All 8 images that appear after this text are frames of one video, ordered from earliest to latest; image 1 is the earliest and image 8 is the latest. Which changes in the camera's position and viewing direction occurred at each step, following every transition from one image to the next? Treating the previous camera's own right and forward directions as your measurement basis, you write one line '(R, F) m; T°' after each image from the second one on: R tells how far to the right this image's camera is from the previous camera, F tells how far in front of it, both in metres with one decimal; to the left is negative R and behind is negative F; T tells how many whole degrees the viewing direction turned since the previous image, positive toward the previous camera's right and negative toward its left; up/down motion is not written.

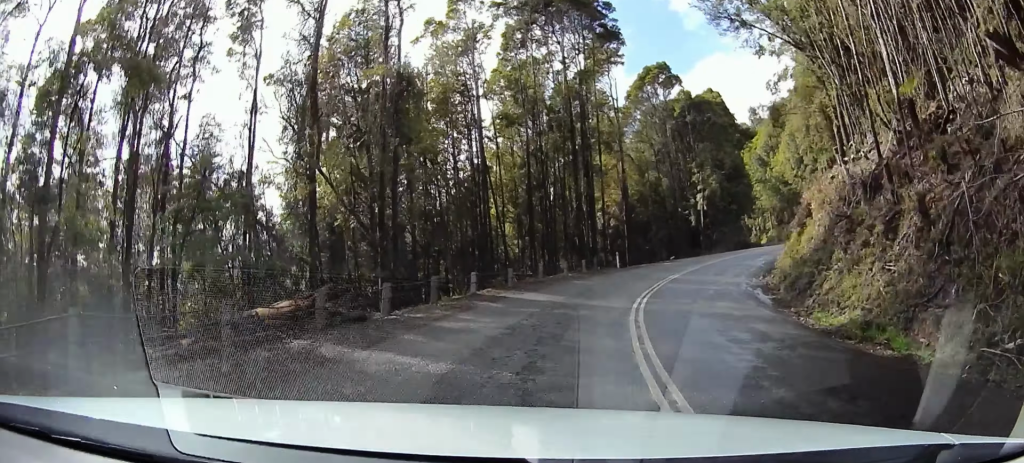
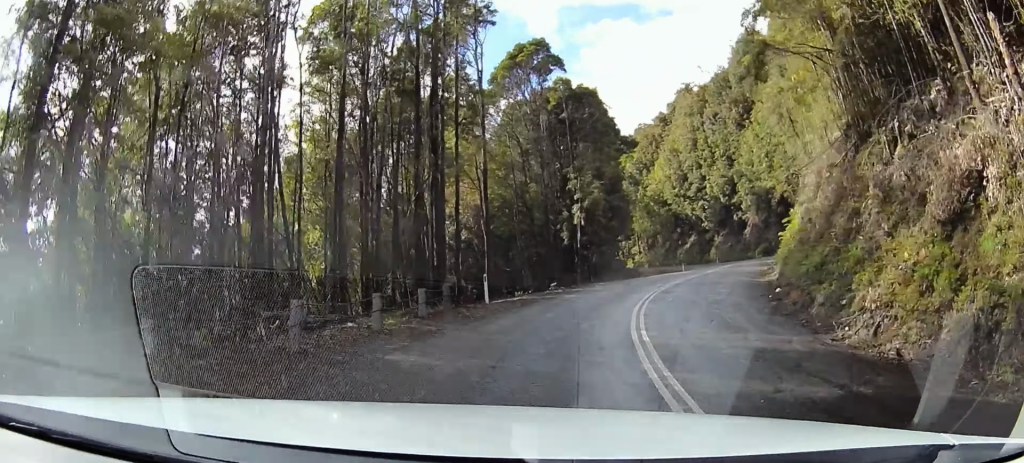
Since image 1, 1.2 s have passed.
(+2.4, +15.1) m; +15°
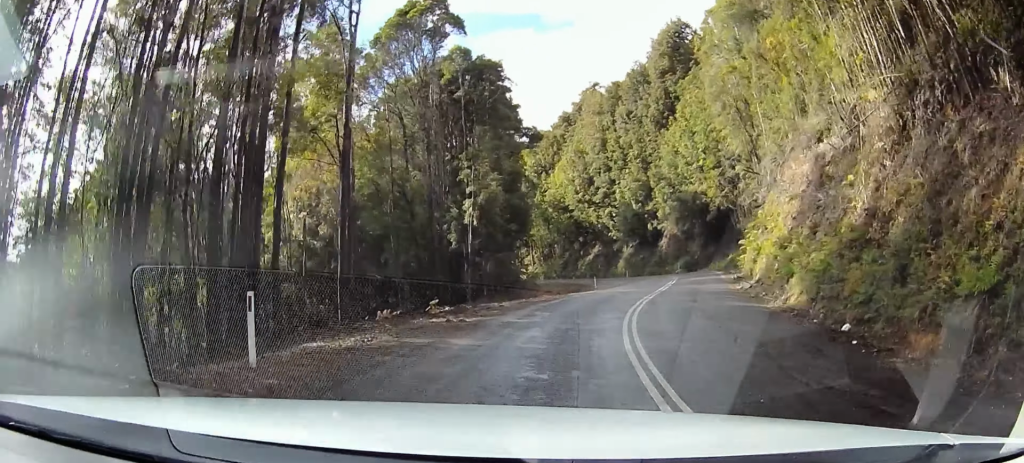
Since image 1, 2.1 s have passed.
(+0.6, +10.9) m; +11°
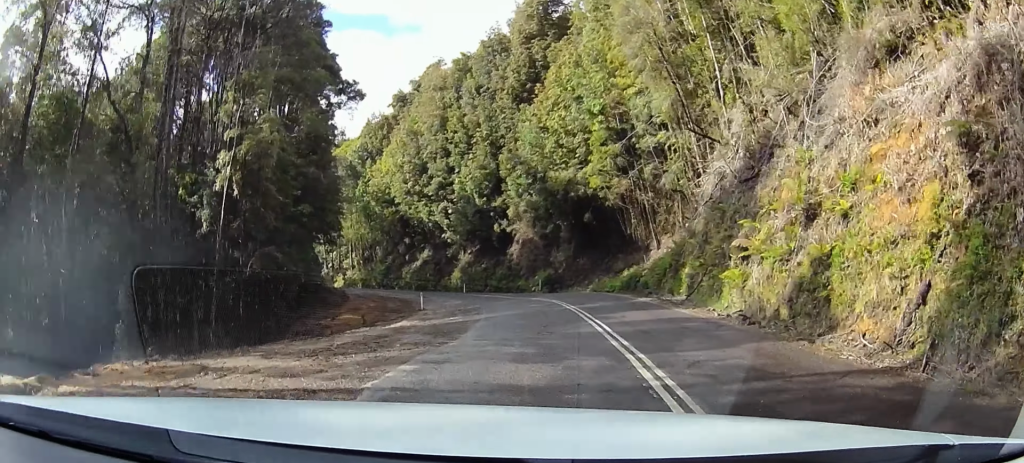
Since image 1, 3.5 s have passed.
(+4.0, +18.1) m; +19°
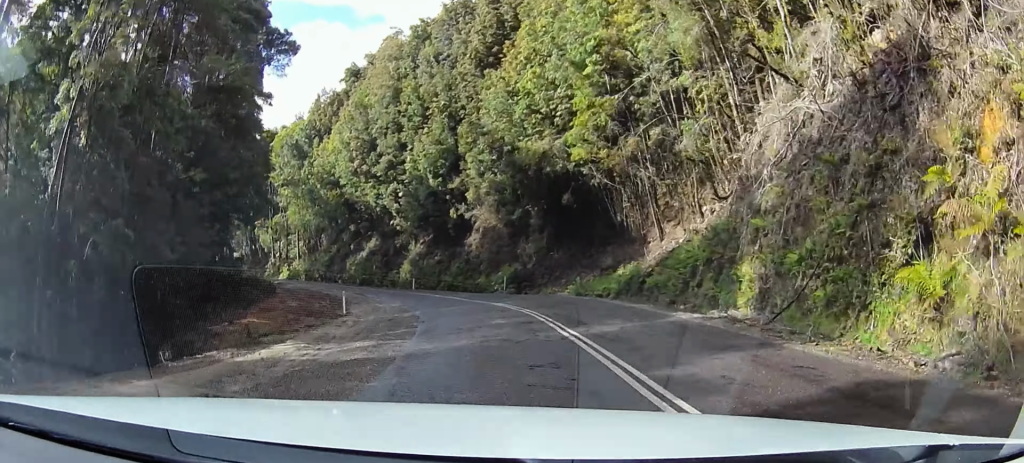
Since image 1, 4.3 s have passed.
(+0.8, +10.3) m; +4°
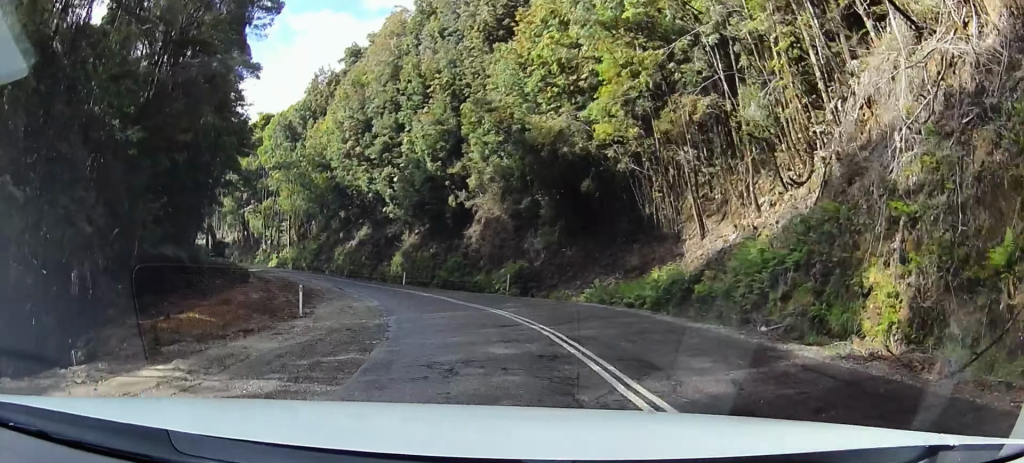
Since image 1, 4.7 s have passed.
(+0.1, +6.4) m; -1°
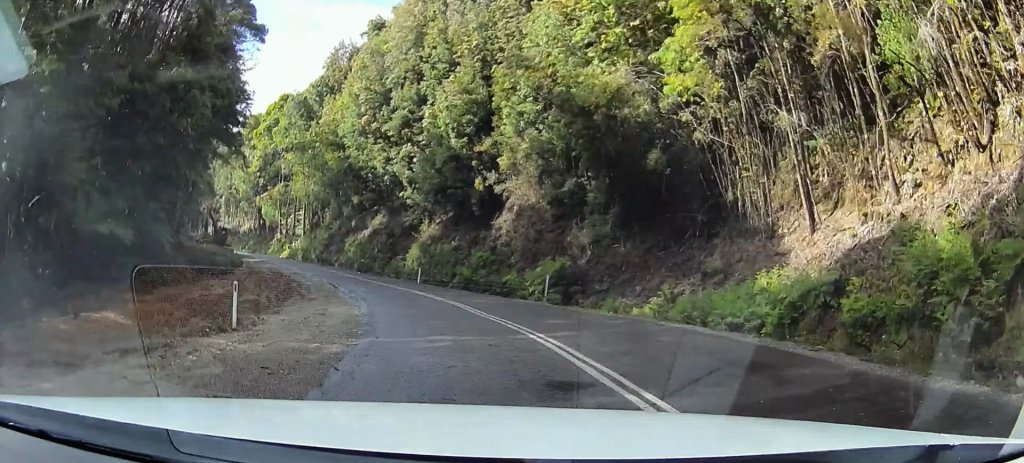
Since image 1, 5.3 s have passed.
(0.0, +7.8) m; -2°
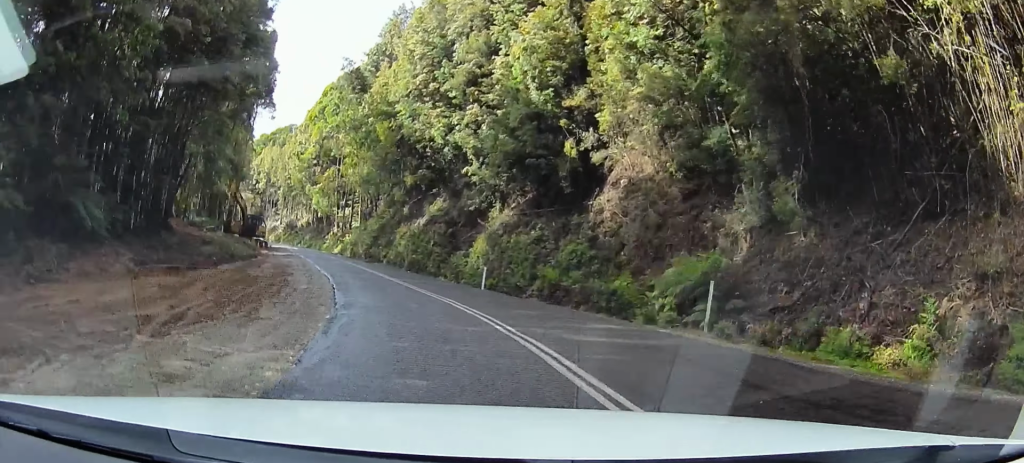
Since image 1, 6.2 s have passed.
(-0.5, +12.2) m; -6°
